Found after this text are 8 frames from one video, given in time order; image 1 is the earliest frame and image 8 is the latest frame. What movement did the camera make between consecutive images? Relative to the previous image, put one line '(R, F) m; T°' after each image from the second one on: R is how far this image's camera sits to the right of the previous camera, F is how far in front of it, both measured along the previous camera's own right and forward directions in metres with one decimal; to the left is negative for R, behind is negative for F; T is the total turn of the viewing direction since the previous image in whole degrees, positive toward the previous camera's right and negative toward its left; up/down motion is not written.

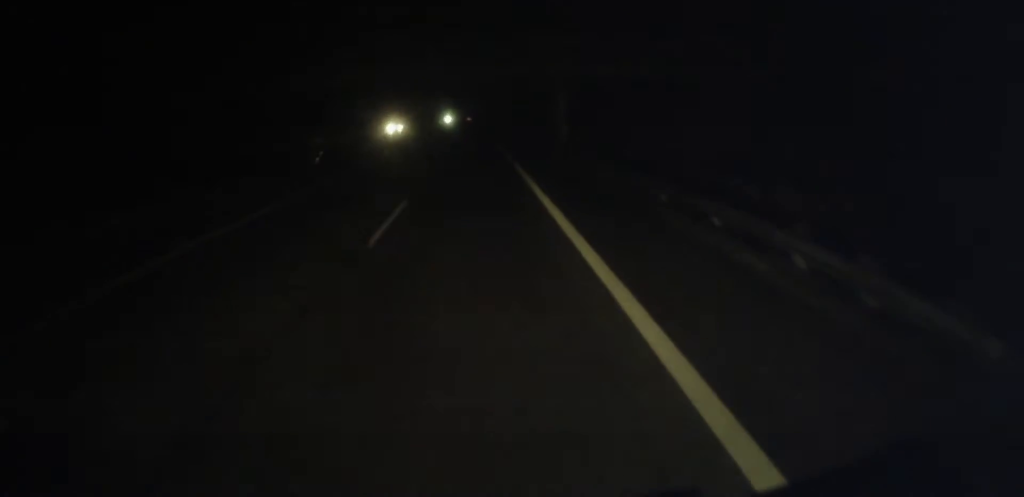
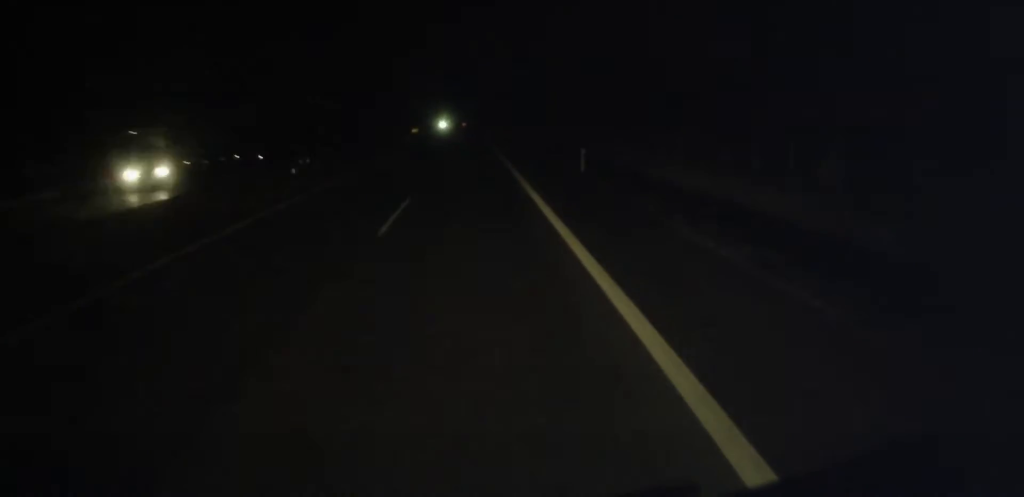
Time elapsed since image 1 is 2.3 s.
(-0.1, +52.8) m; 0°
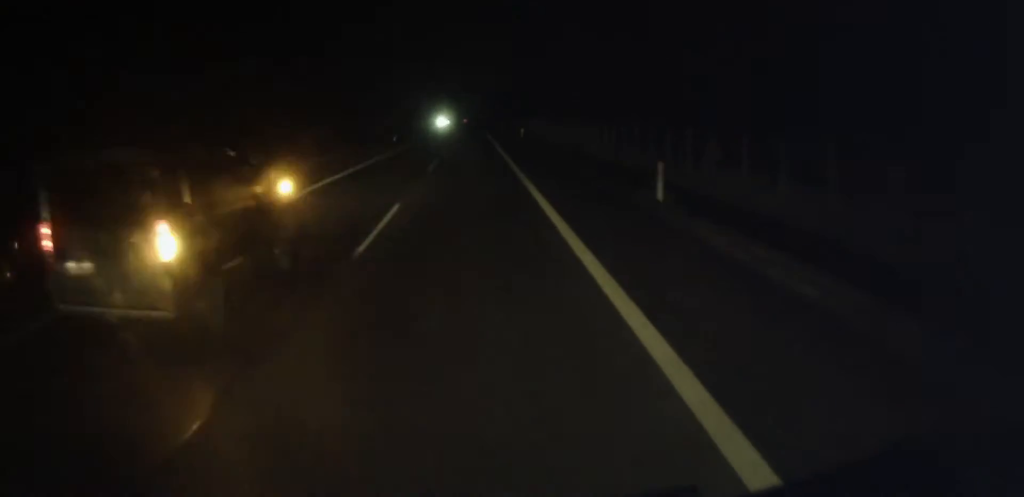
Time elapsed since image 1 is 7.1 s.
(-0.5, +111.8) m; 0°
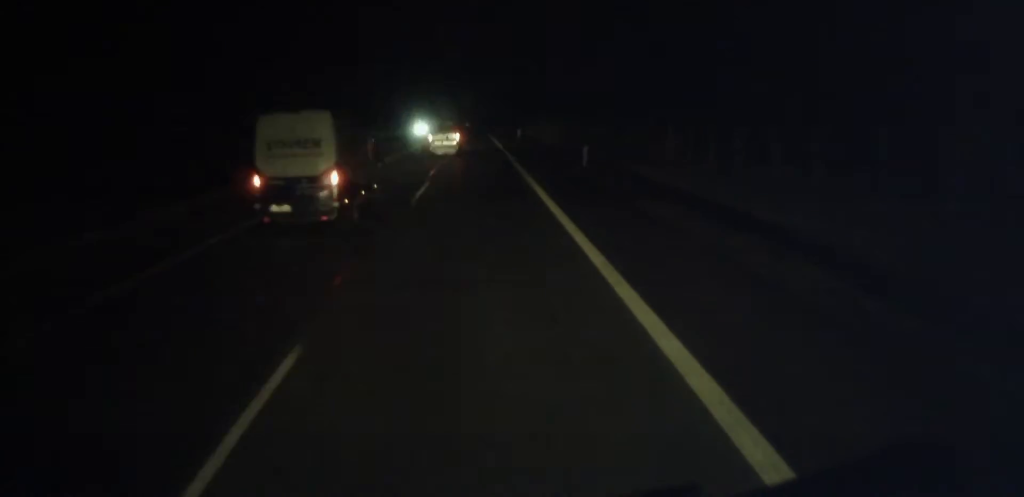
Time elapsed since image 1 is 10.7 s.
(+0.1, +83.9) m; 0°
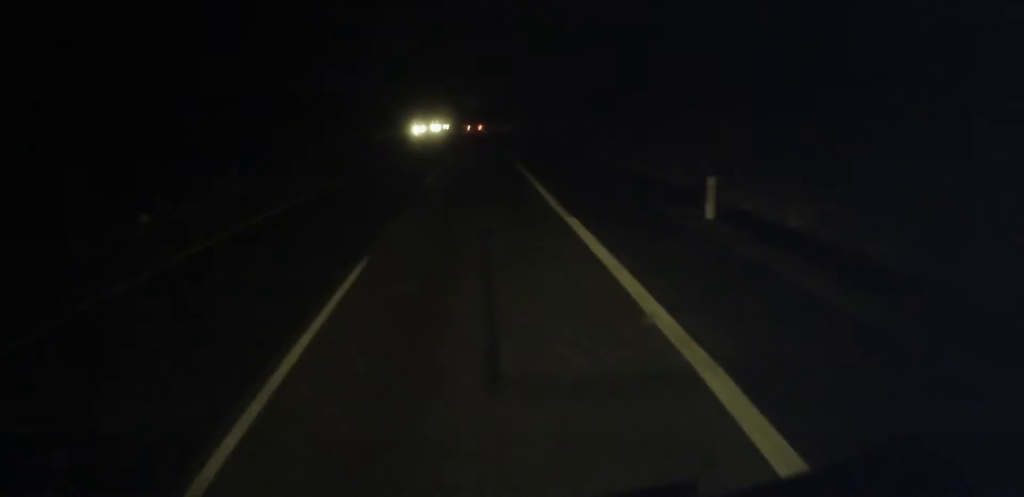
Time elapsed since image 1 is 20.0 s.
(-2.5, +218.5) m; -1°
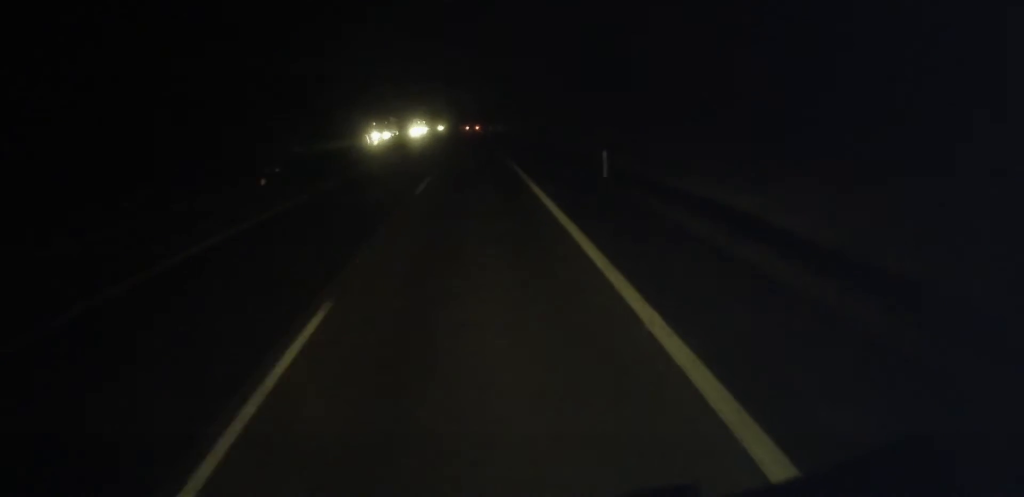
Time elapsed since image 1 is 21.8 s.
(-0.3, +40.7) m; 0°
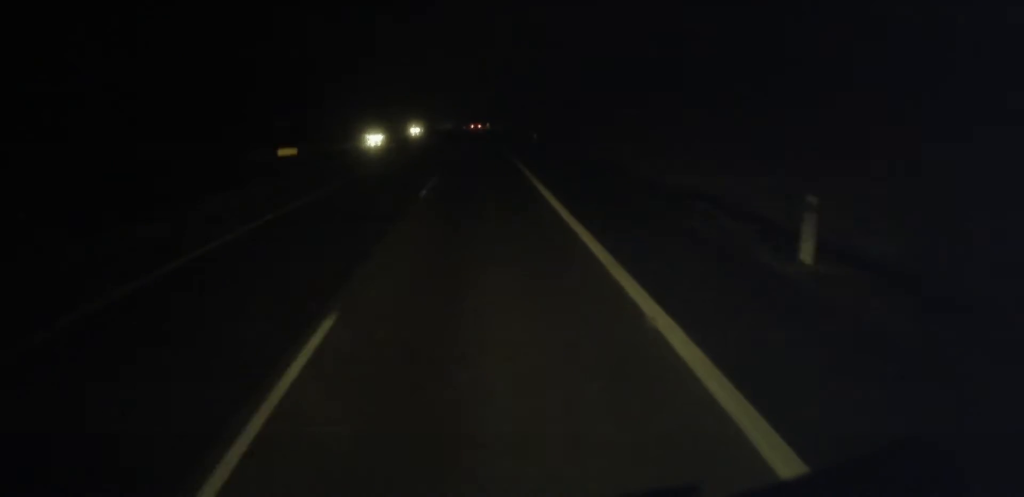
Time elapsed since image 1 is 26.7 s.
(+0.1, +115.8) m; 0°
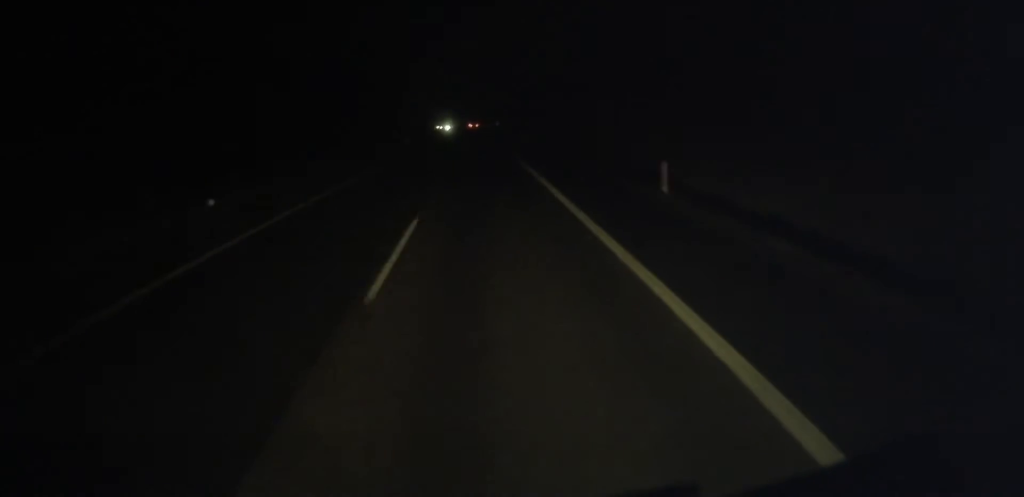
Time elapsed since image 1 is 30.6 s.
(-0.6, +90.8) m; -1°
